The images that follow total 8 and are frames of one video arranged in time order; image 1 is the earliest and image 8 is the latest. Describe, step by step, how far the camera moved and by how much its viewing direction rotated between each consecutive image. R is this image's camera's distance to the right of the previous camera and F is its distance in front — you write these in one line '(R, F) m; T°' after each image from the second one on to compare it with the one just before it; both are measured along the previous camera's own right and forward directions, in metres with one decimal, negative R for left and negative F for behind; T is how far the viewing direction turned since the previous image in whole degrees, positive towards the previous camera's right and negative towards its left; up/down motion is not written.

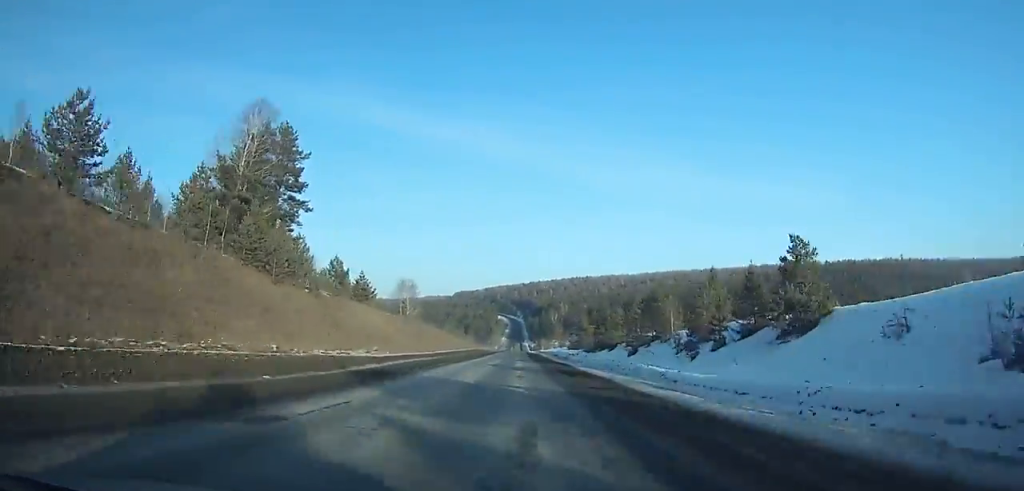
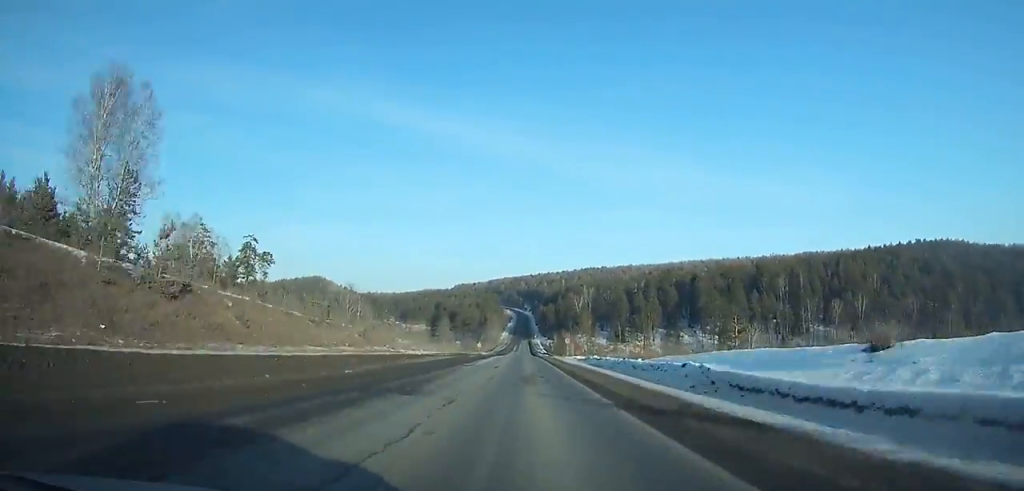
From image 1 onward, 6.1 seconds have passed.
(-0.1, +150.9) m; 0°
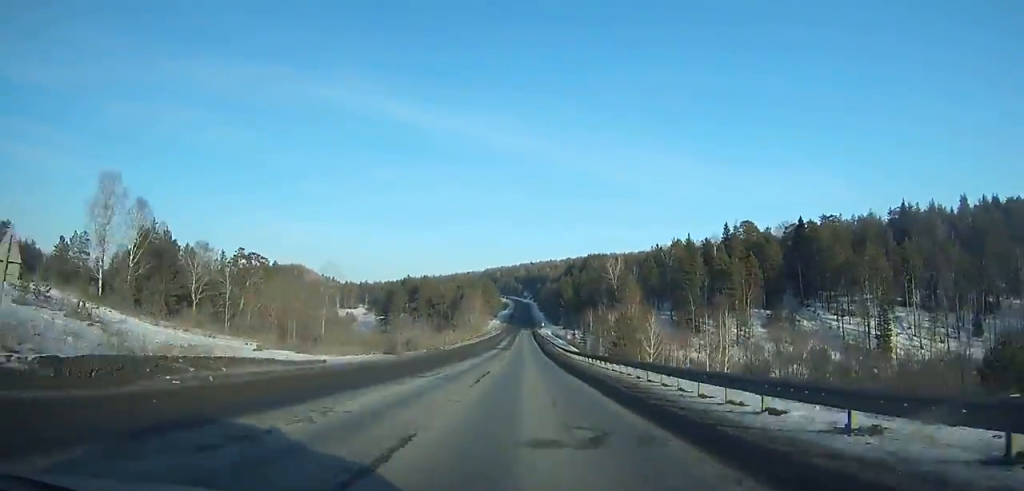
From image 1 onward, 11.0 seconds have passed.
(0.0, +124.9) m; 0°
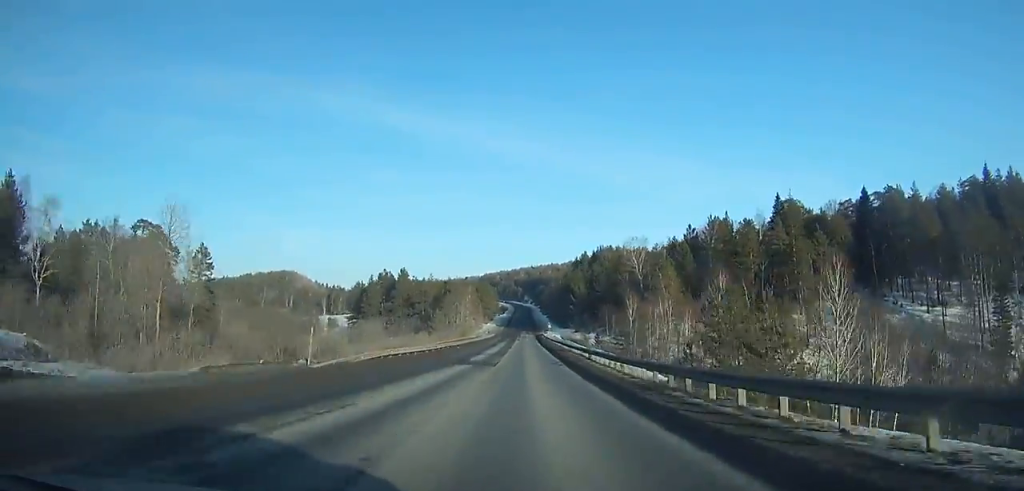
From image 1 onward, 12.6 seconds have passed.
(0.0, +41.1) m; 0°
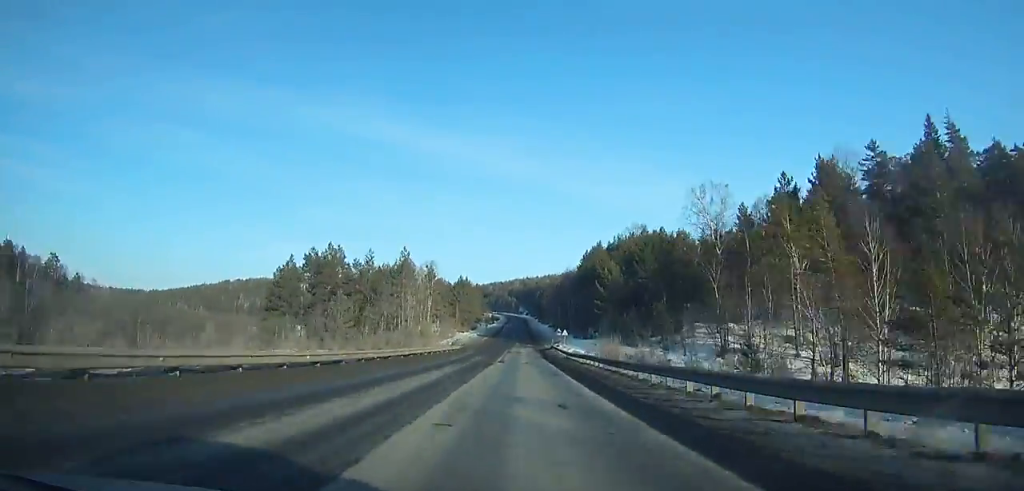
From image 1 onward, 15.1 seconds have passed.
(+0.2, +64.5) m; 0°
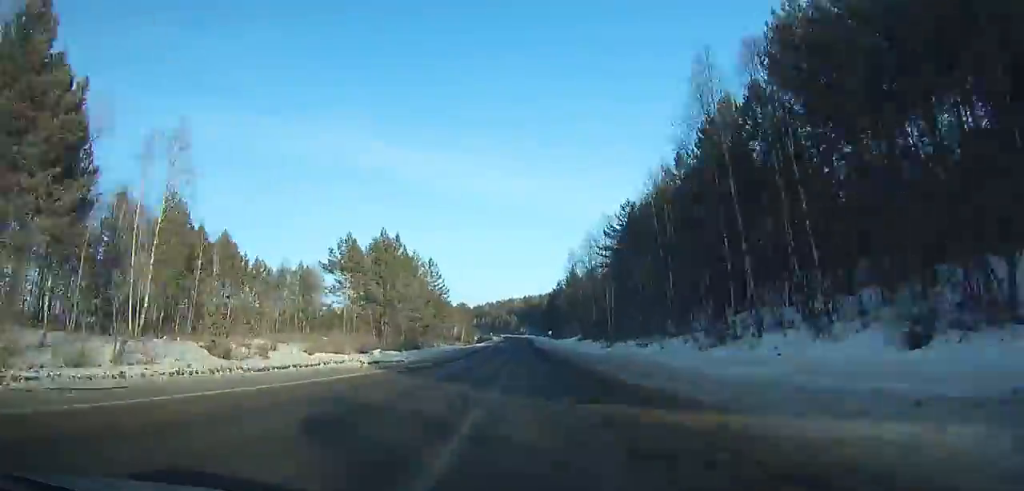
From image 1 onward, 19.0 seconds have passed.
(+0.1, +98.6) m; 0°
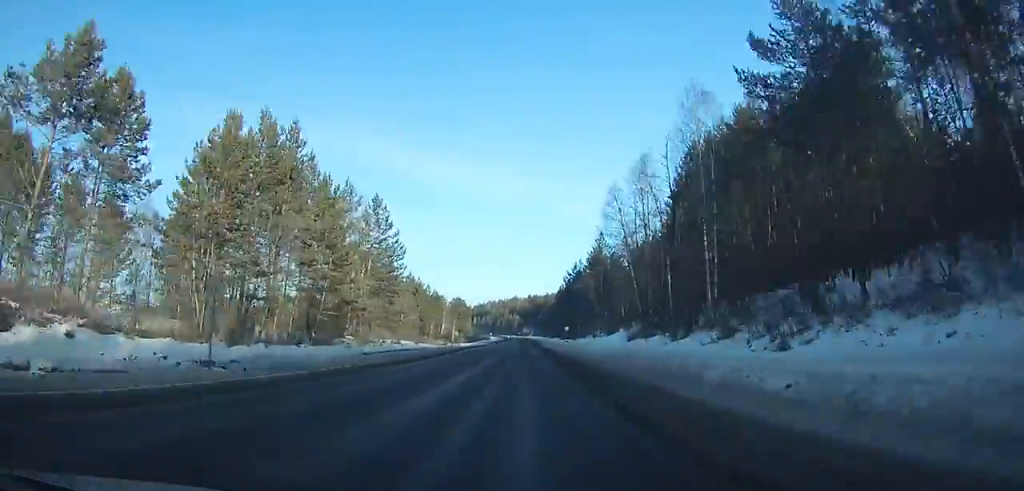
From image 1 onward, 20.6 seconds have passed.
(-0.3, +39.0) m; 0°
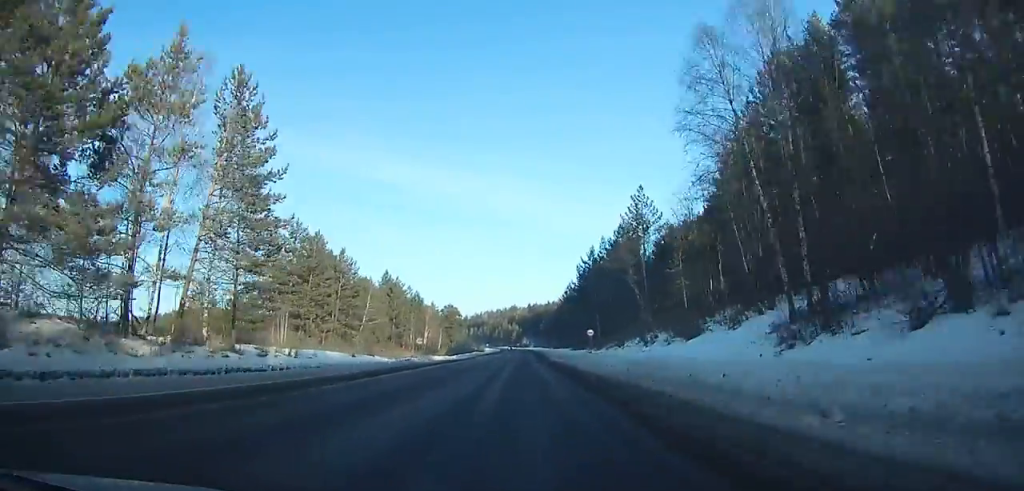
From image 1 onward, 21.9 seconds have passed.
(-0.1, +31.5) m; 0°
